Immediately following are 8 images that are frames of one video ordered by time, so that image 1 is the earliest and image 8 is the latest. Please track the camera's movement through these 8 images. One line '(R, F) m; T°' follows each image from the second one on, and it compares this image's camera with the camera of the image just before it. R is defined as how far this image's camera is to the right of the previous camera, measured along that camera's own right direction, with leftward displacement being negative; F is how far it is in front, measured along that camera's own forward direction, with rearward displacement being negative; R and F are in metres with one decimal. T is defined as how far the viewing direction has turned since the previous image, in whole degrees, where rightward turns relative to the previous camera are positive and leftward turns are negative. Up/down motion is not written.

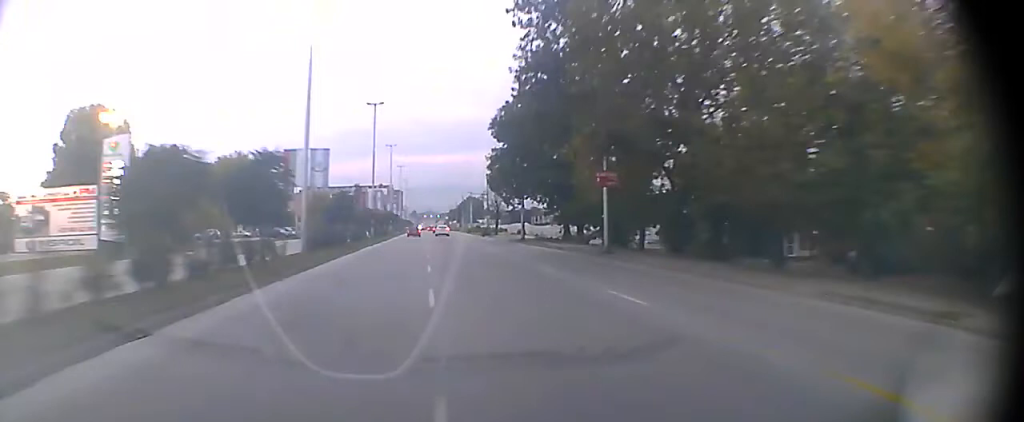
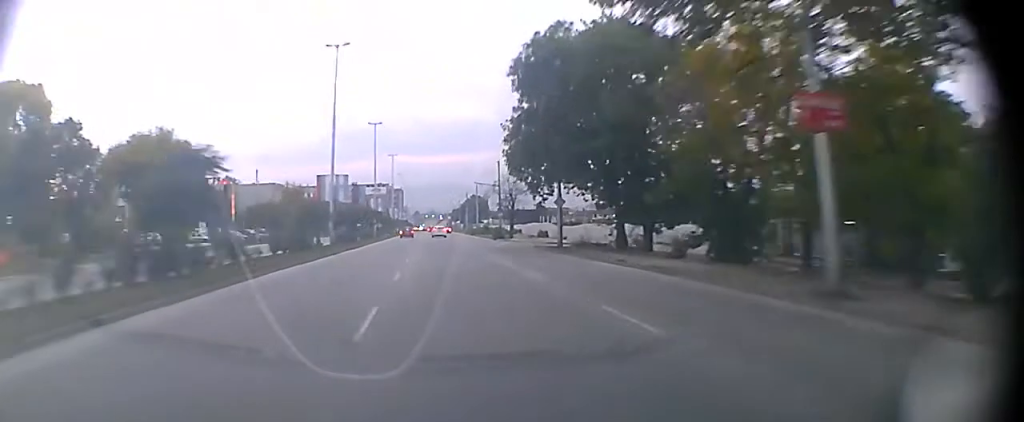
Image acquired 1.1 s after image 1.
(+0.1, +20.7) m; 0°
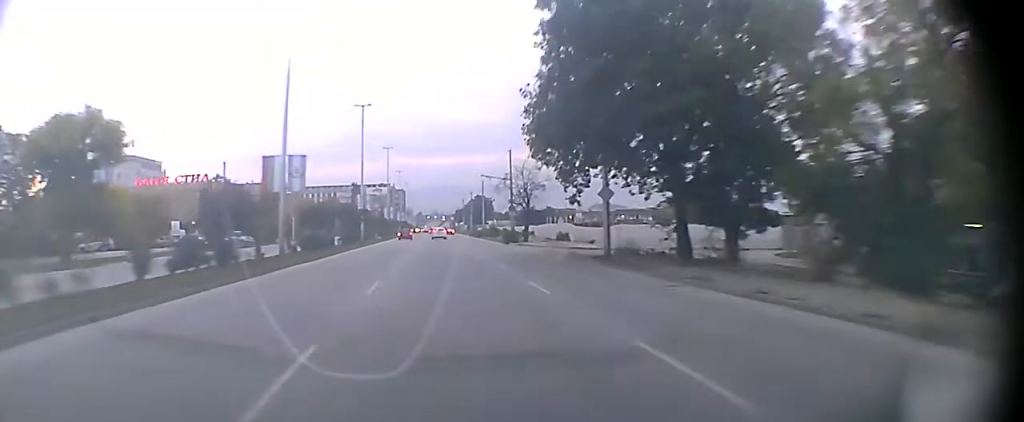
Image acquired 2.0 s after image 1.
(0.0, +15.7) m; 0°
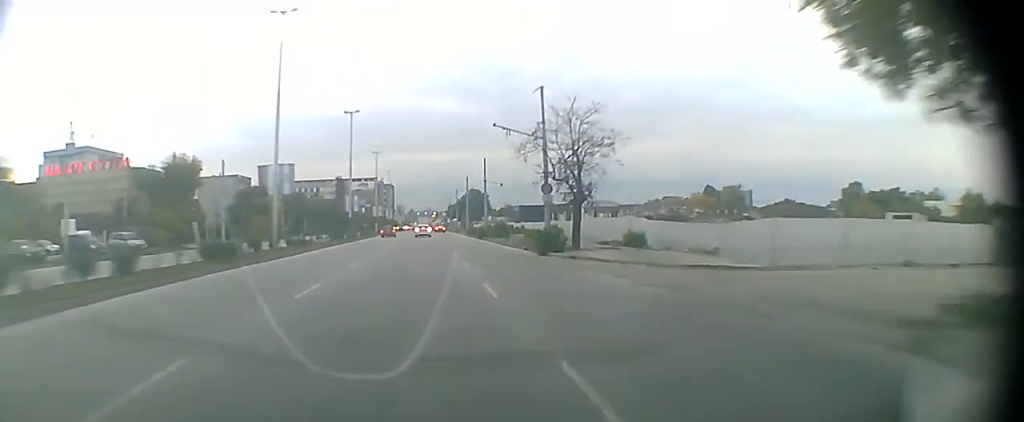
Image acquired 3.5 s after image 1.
(+0.1, +26.4) m; 0°
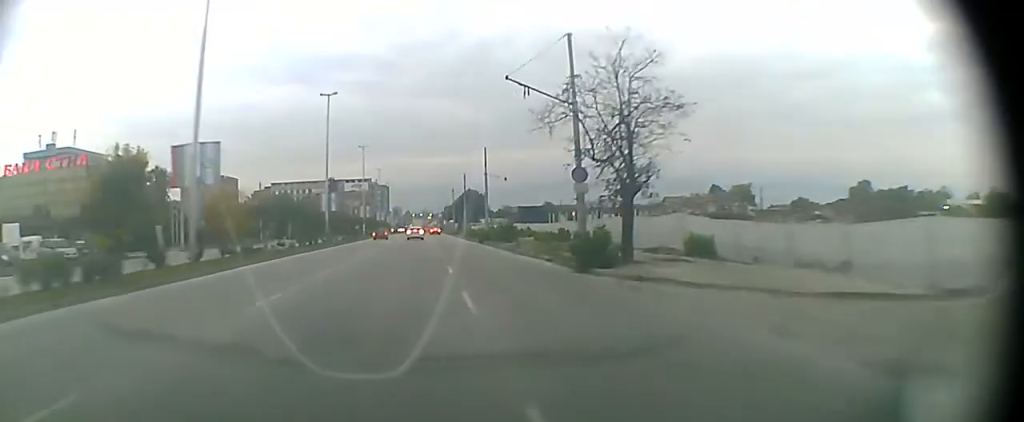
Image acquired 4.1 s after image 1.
(0.0, +10.7) m; 0°
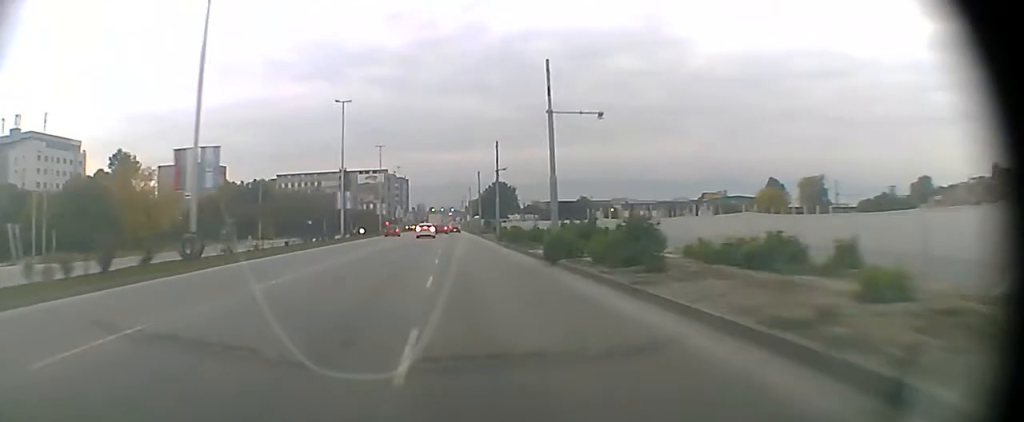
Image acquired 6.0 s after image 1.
(-0.1, +33.9) m; -1°
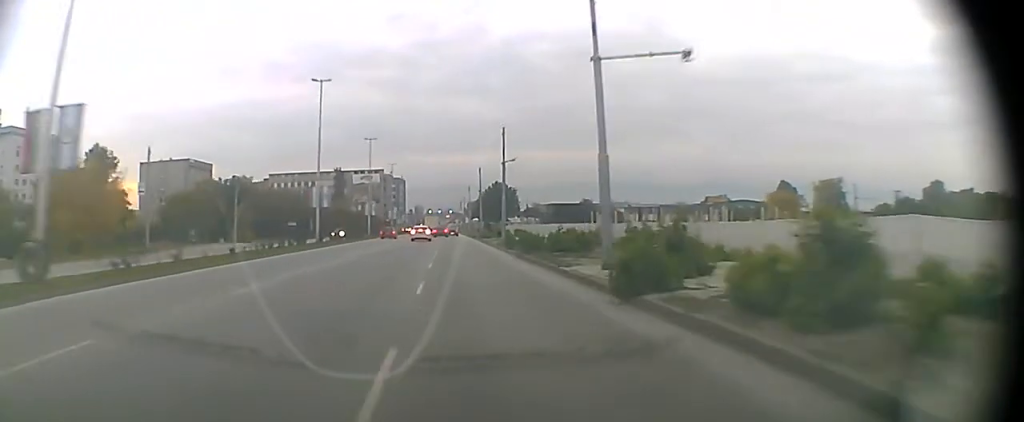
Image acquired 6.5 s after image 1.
(0.0, +9.2) m; 0°
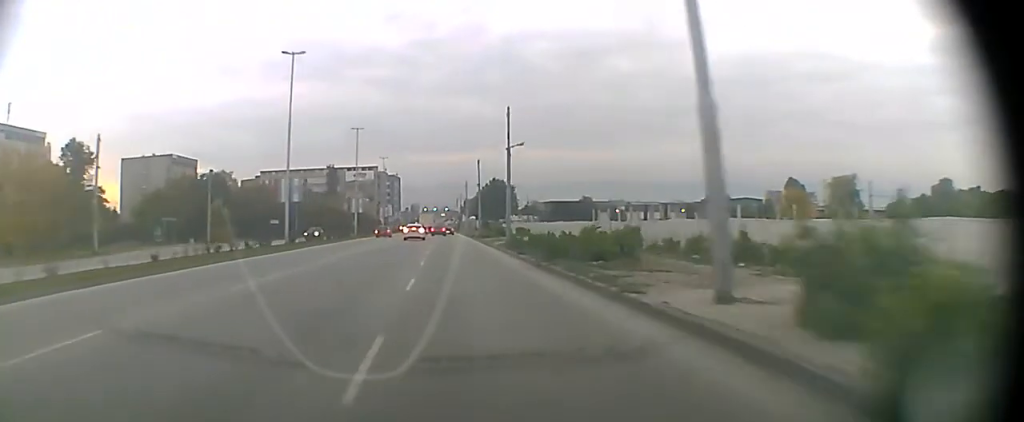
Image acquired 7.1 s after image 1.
(0.0, +10.2) m; 0°
